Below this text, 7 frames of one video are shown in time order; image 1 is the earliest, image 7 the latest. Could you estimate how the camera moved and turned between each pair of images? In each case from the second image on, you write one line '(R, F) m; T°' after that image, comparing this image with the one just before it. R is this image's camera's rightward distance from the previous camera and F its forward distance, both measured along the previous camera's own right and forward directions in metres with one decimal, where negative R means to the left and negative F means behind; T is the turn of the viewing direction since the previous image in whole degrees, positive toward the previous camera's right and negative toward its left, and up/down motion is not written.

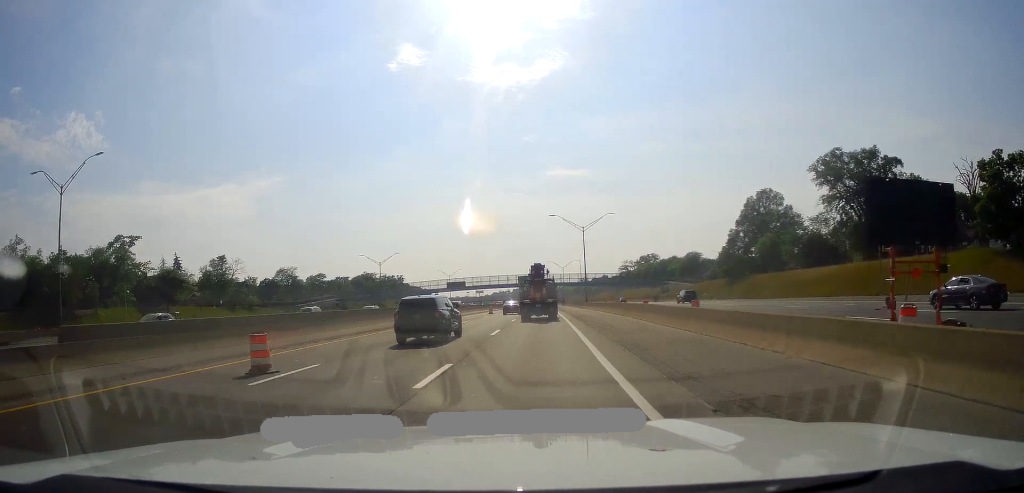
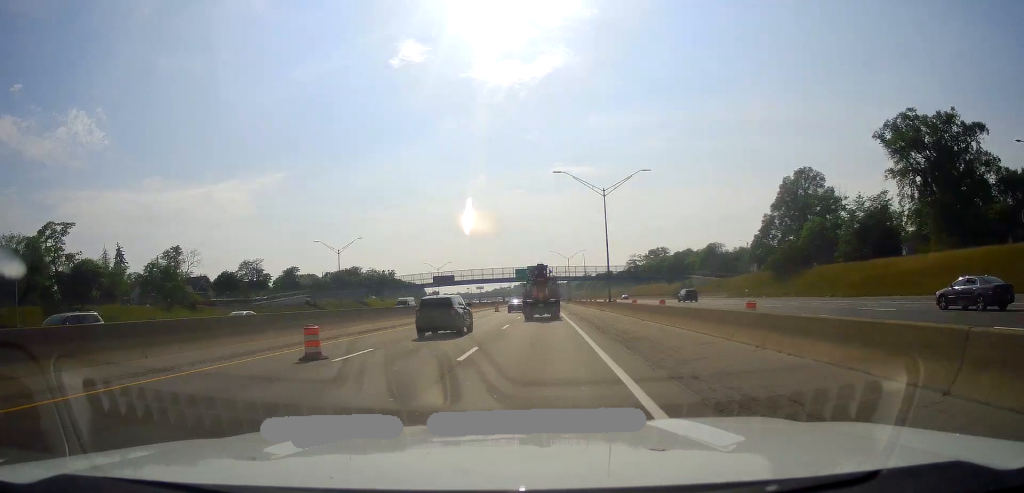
(0.0, +25.7) m; 0°
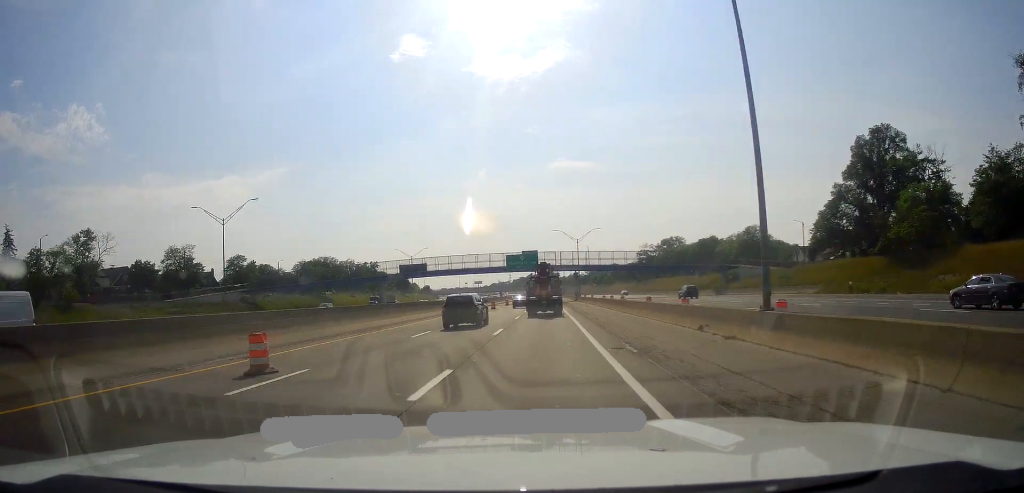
(0.0, +36.8) m; 0°
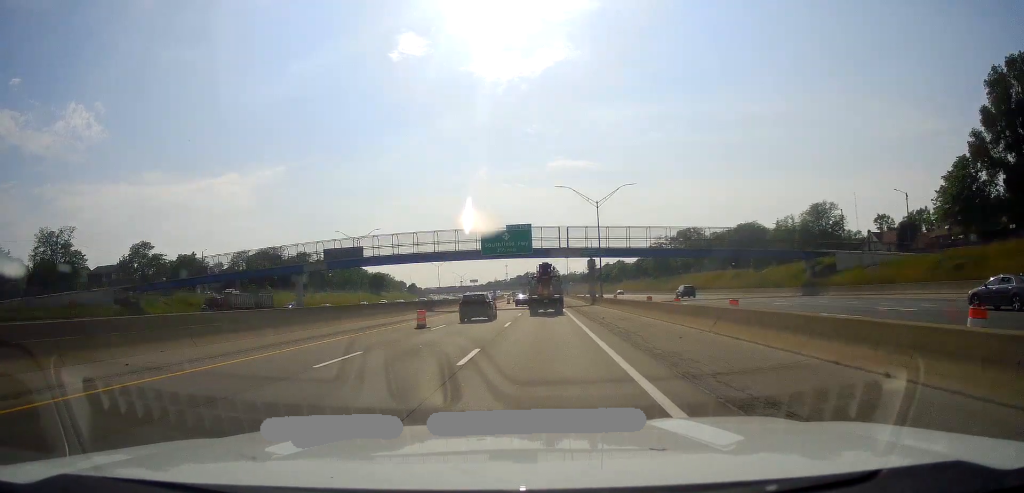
(0.0, +41.5) m; 0°
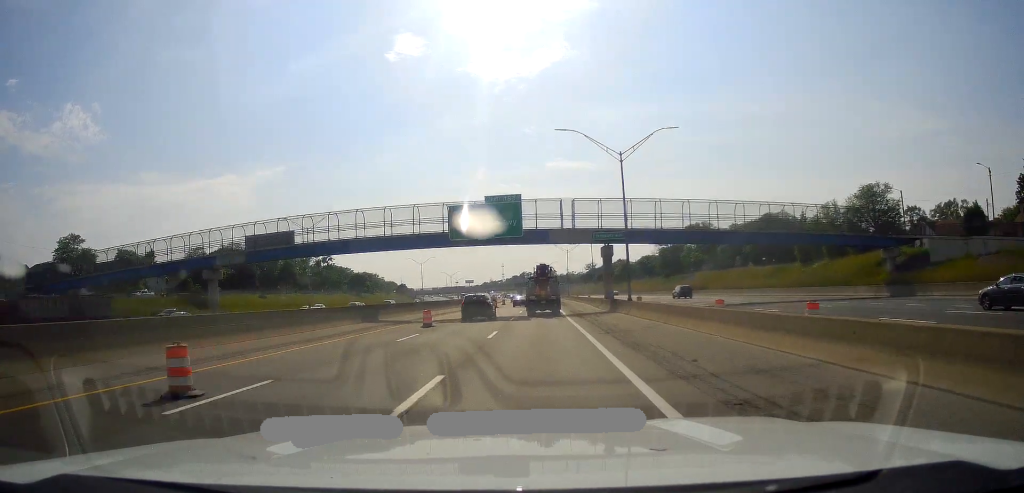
(0.0, +21.3) m; 0°
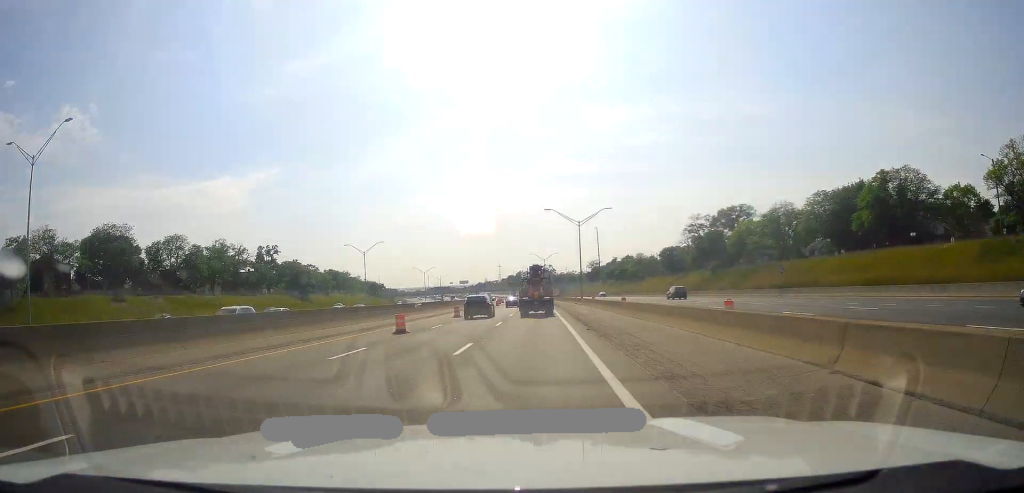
(0.0, +51.5) m; +1°
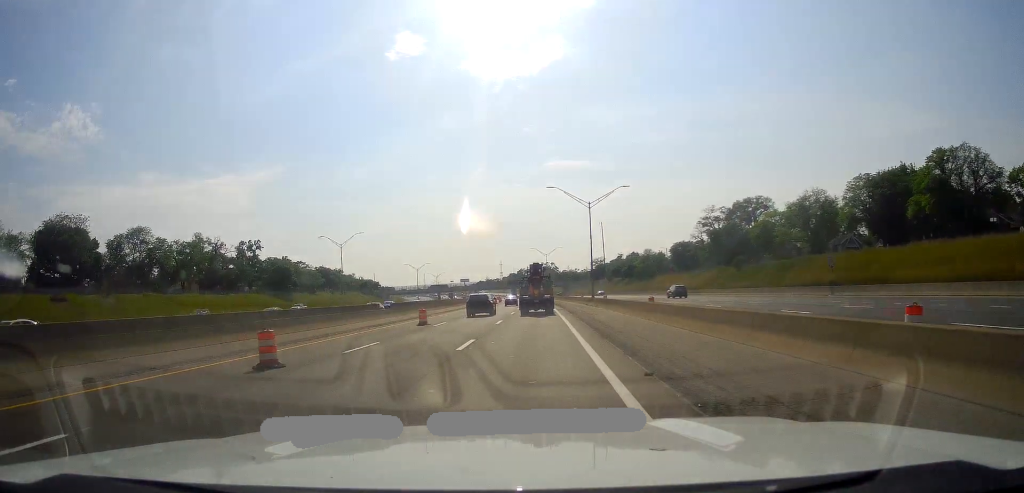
(+0.2, +14.8) m; 0°
